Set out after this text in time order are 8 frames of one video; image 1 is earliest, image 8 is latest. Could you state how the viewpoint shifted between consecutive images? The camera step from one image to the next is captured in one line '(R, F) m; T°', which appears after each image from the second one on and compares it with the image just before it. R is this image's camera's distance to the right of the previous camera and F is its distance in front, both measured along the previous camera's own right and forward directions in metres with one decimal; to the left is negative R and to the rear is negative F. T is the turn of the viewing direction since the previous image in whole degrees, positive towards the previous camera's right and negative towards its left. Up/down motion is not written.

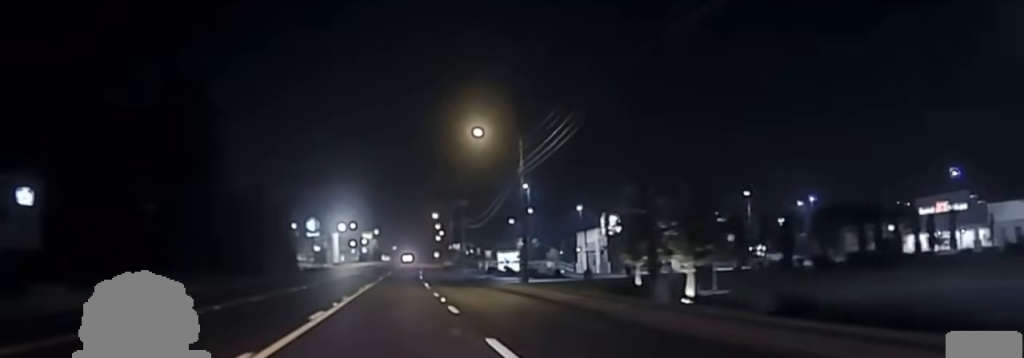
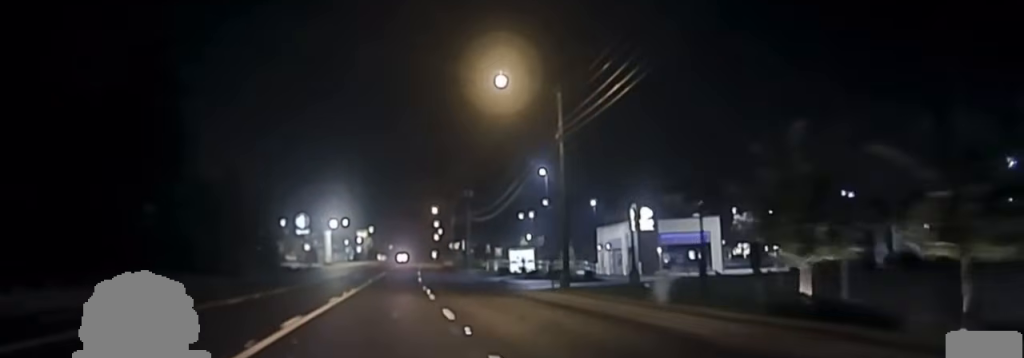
(0.0, +14.7) m; 0°
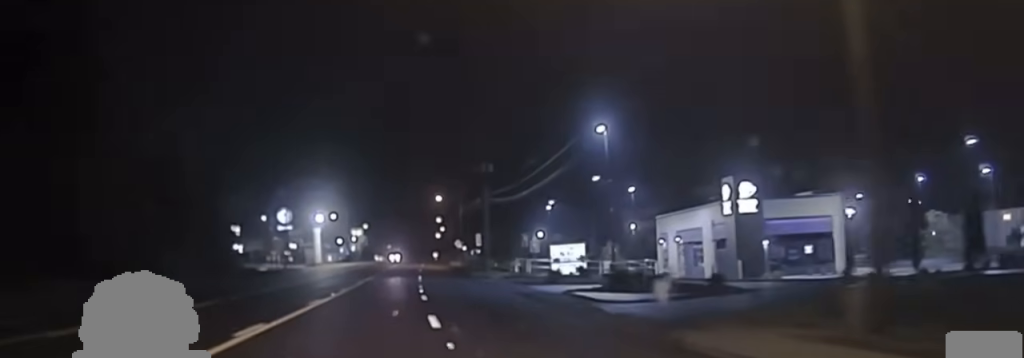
(+0.1, +27.5) m; 0°
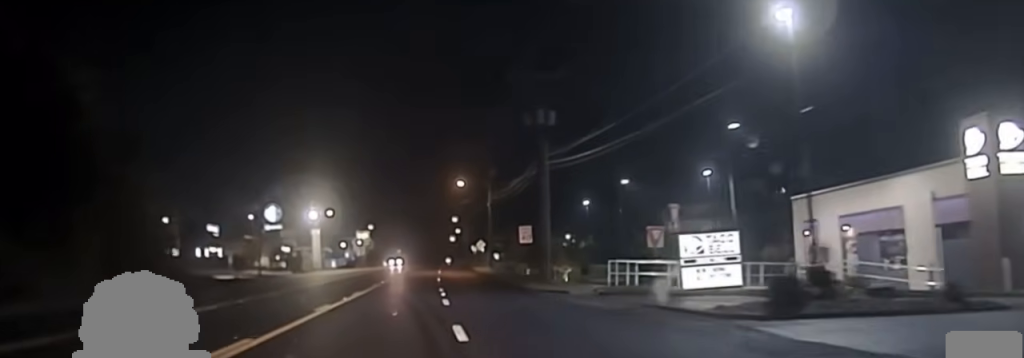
(-0.3, +28.9) m; -1°
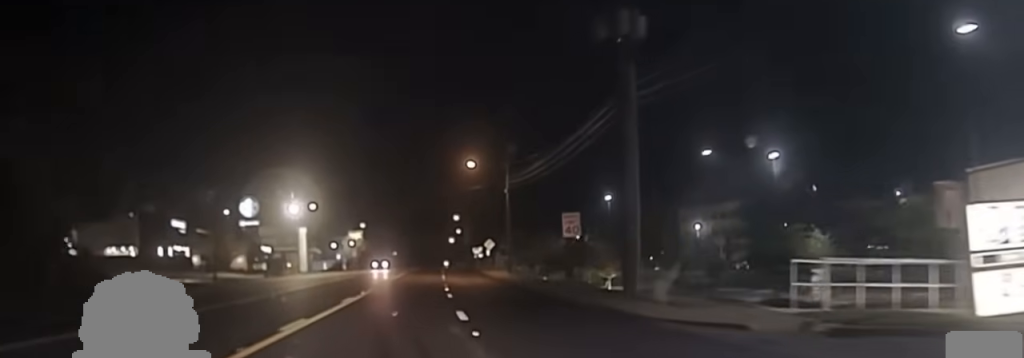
(0.0, +17.7) m; 0°
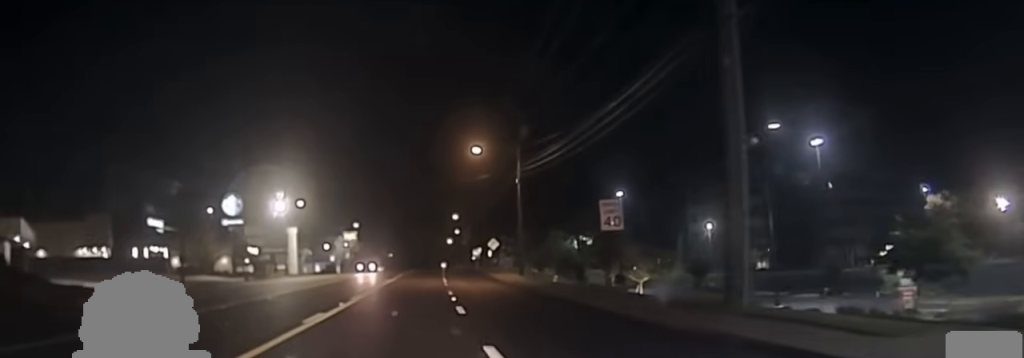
(0.0, +8.9) m; 0°
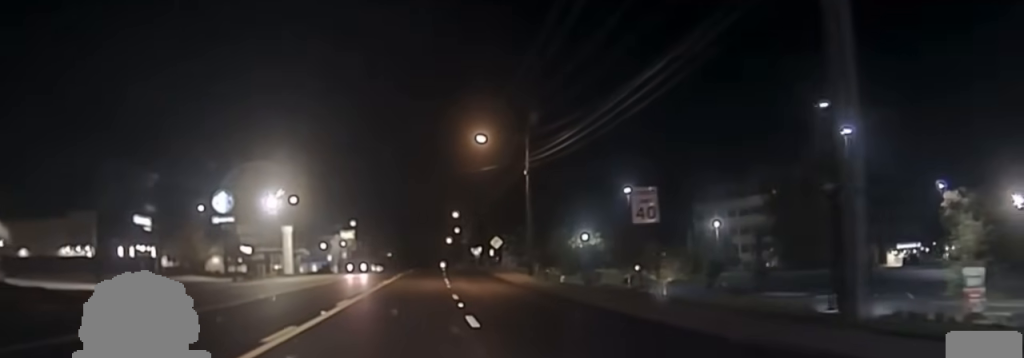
(0.0, +5.1) m; 0°
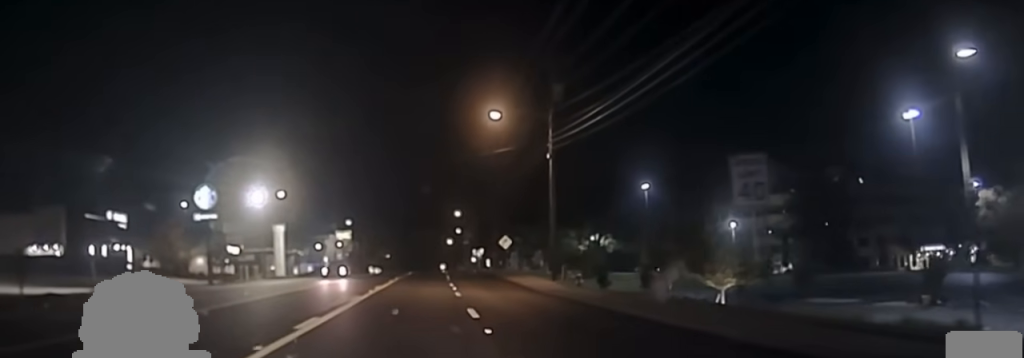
(0.0, +9.3) m; 0°
